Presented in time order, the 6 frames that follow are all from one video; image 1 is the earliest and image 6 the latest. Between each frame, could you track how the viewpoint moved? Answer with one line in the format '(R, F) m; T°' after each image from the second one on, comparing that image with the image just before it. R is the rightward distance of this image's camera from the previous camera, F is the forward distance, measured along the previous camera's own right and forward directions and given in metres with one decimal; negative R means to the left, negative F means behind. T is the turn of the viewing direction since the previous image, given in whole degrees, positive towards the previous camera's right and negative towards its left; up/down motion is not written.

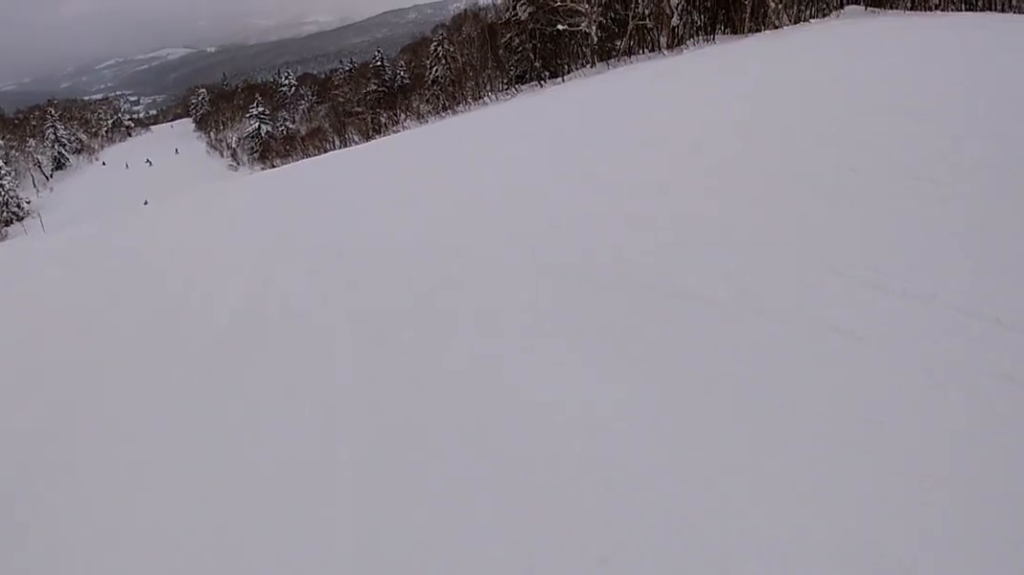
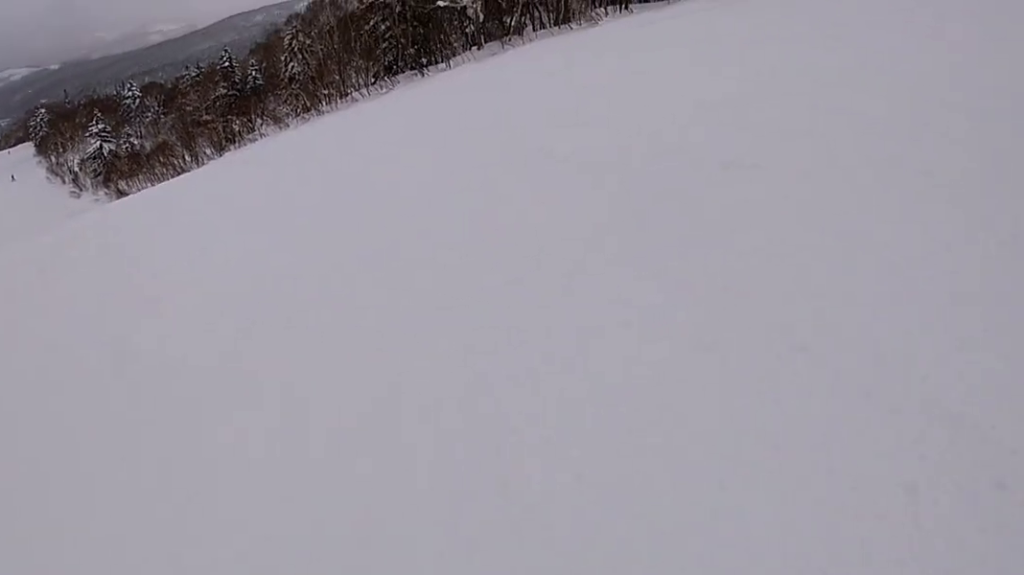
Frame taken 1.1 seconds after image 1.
(+0.3, +8.5) m; +7°
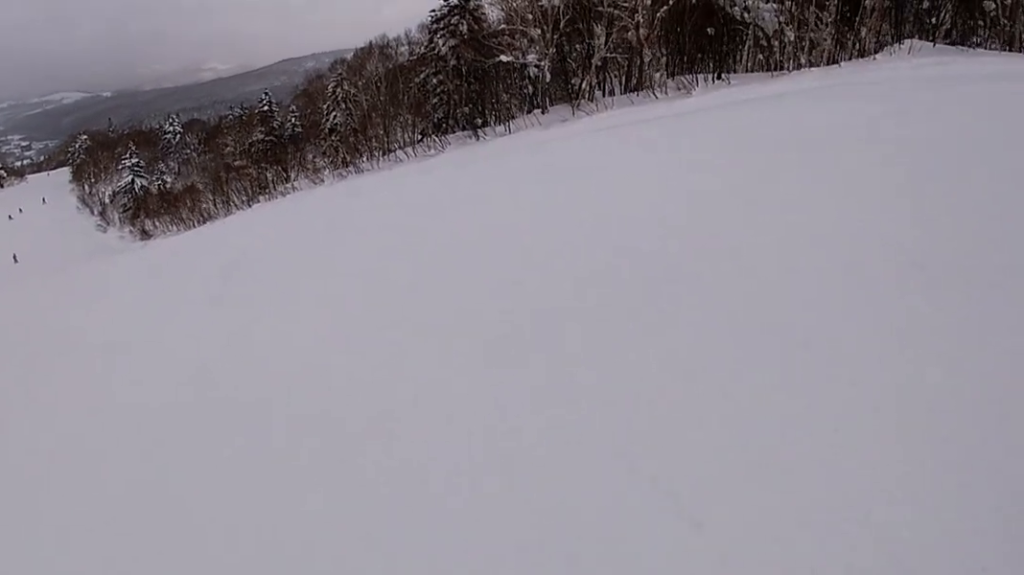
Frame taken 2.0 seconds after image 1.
(+0.5, +6.9) m; +3°
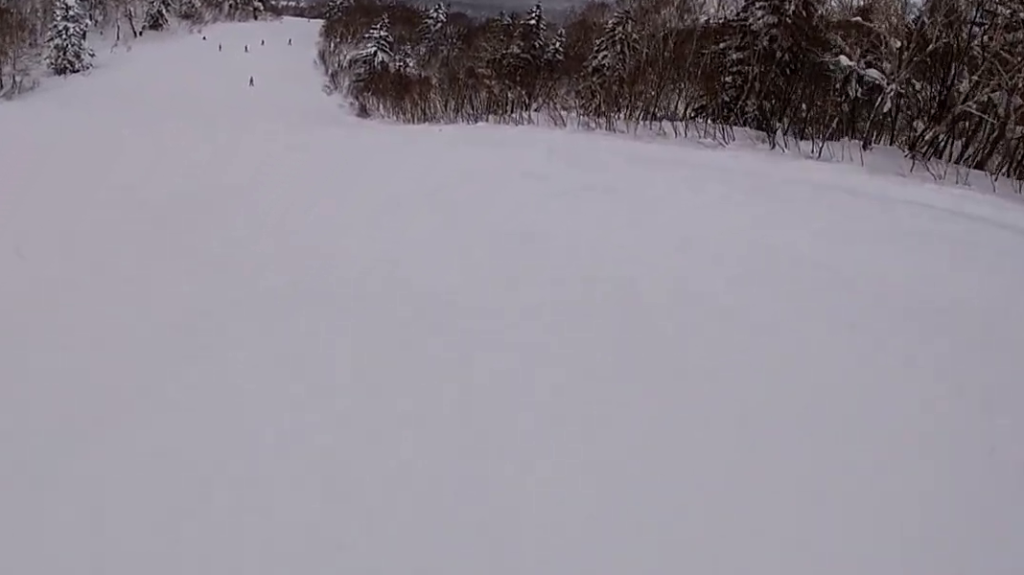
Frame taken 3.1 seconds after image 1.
(-0.1, +9.0) m; -13°
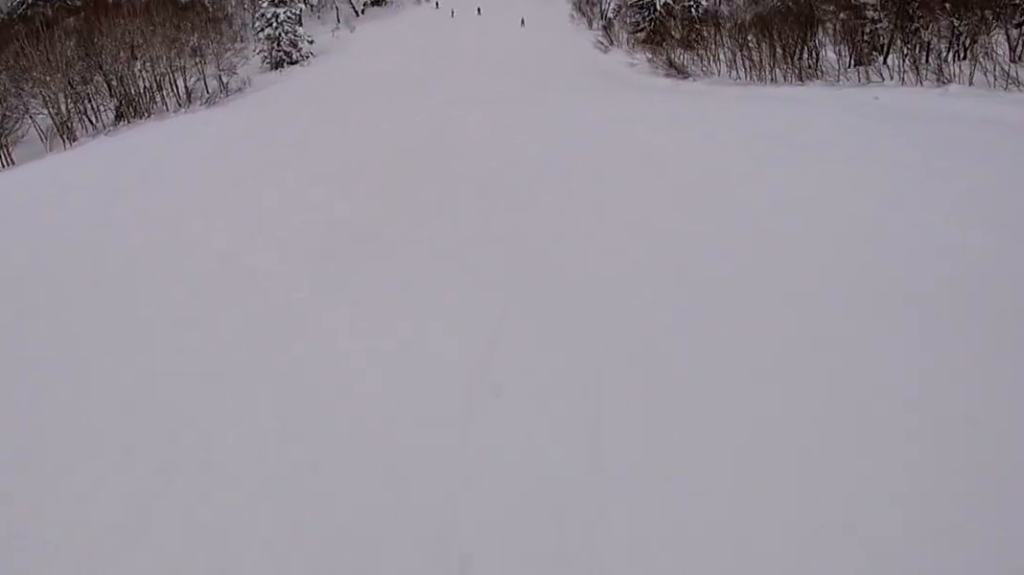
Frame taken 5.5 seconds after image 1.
(-9.2, +20.4) m; -33°
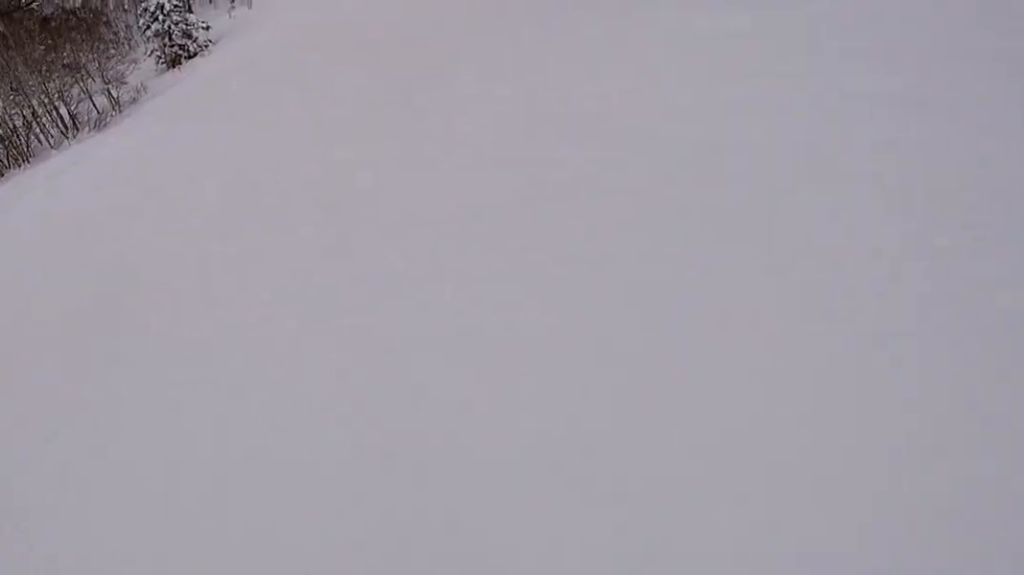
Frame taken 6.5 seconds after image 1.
(0.0, +12.4) m; +10°
